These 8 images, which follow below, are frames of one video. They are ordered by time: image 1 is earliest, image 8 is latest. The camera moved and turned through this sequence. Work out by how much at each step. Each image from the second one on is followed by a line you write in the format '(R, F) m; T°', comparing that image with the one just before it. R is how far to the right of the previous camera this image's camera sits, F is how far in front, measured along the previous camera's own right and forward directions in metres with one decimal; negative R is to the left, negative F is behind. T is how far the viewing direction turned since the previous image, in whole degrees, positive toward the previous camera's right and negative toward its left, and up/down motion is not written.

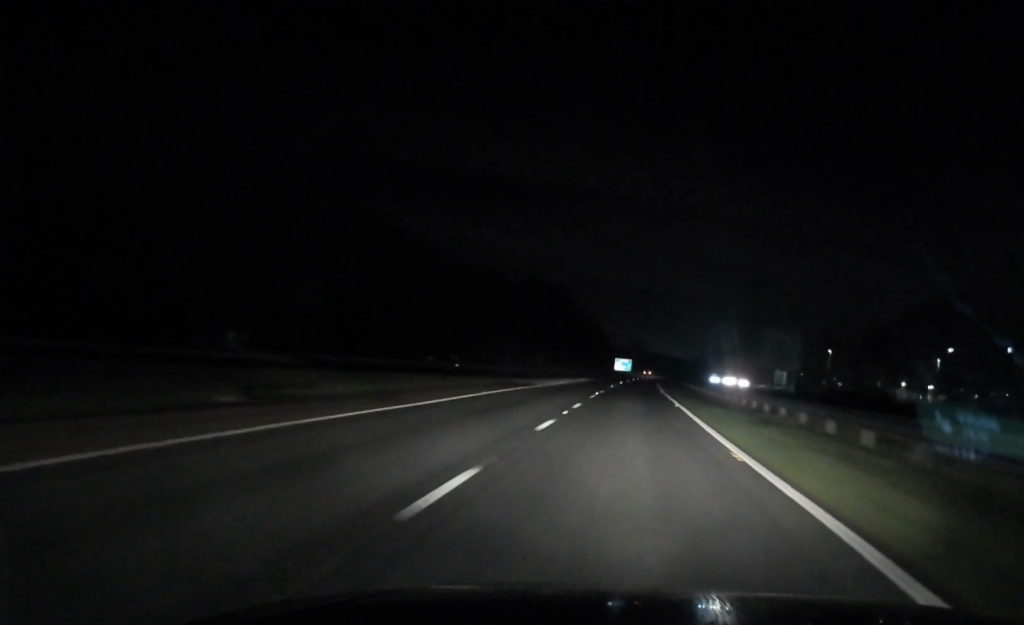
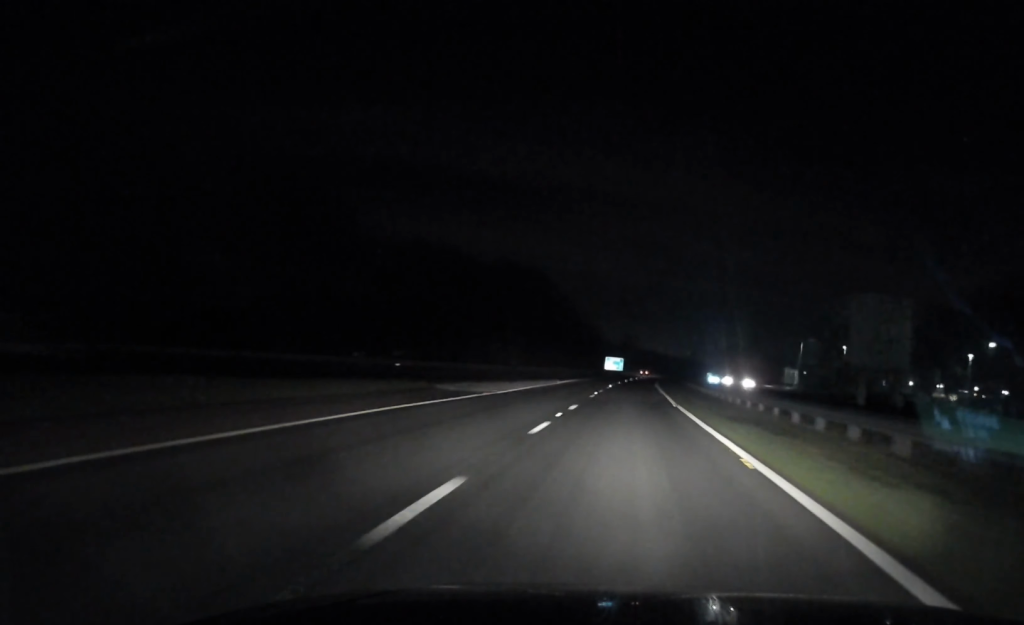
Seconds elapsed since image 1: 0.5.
(0.0, +17.1) m; +1°
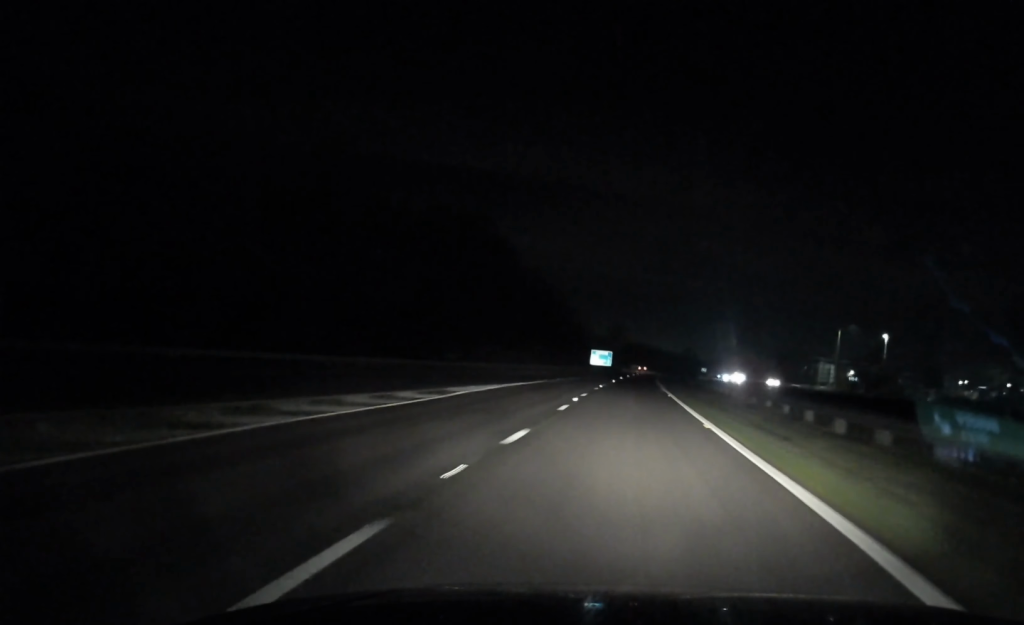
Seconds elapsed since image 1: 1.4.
(+0.4, +31.1) m; +1°
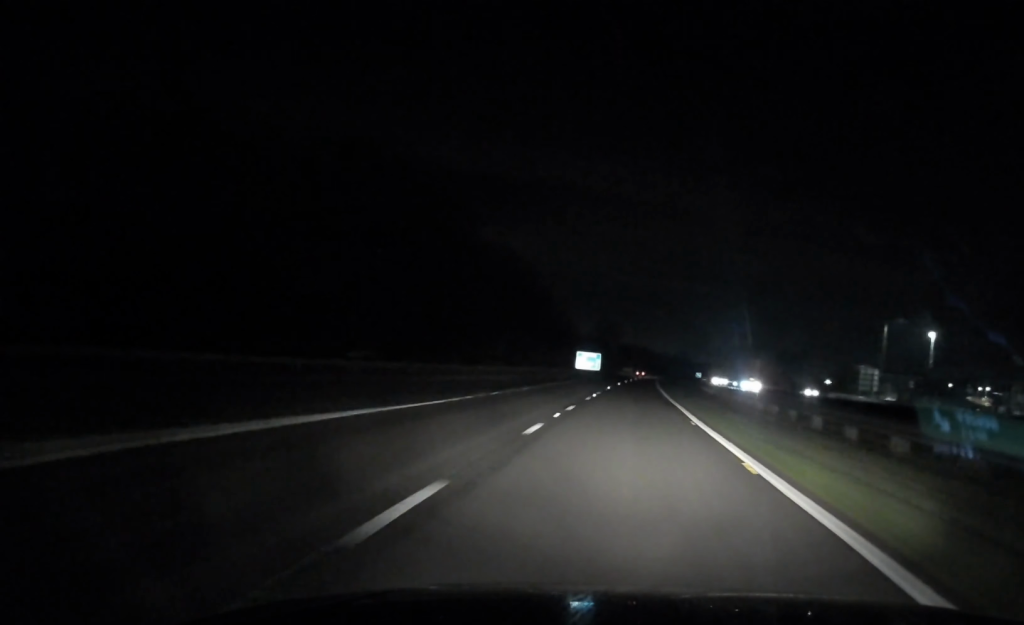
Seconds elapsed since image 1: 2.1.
(0.0, +23.3) m; +1°
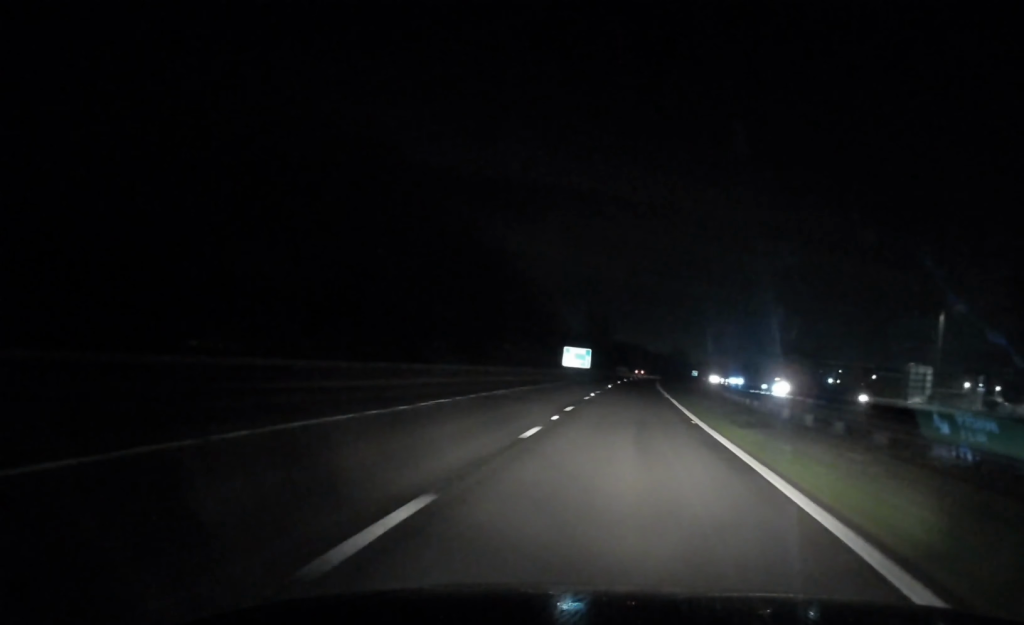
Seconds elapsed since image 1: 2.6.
(+0.1, +17.5) m; 0°
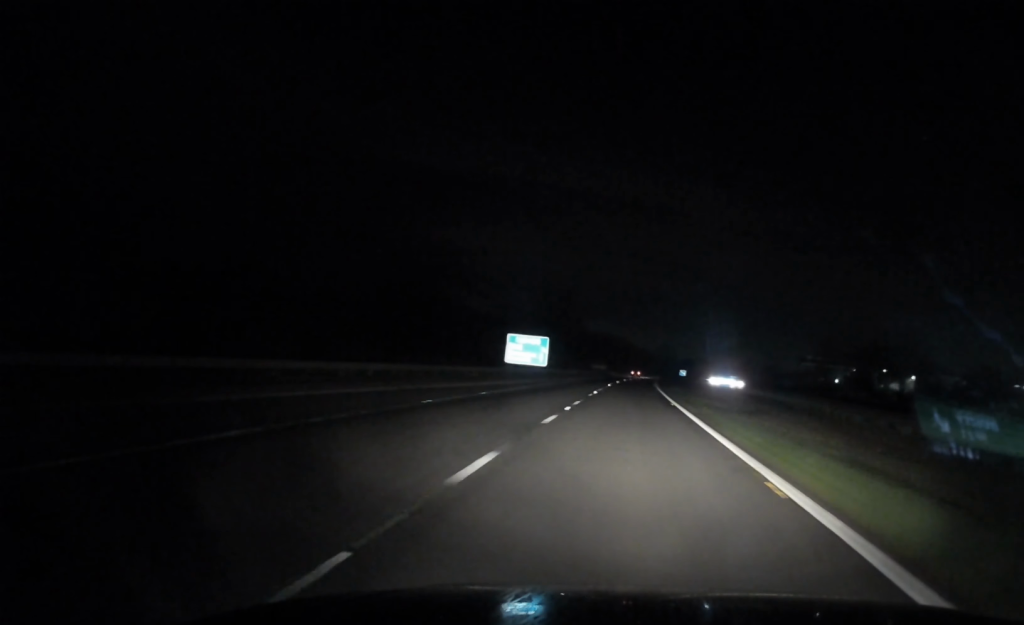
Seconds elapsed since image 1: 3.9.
(+0.5, +48.1) m; +1°
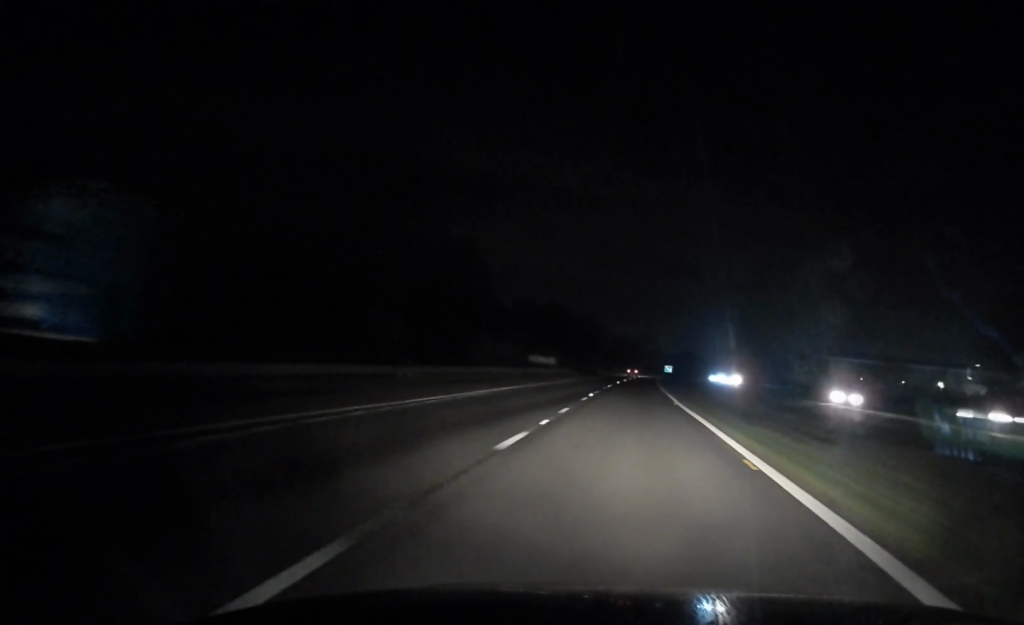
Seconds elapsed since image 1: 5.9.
(+1.1, +73.2) m; +2°
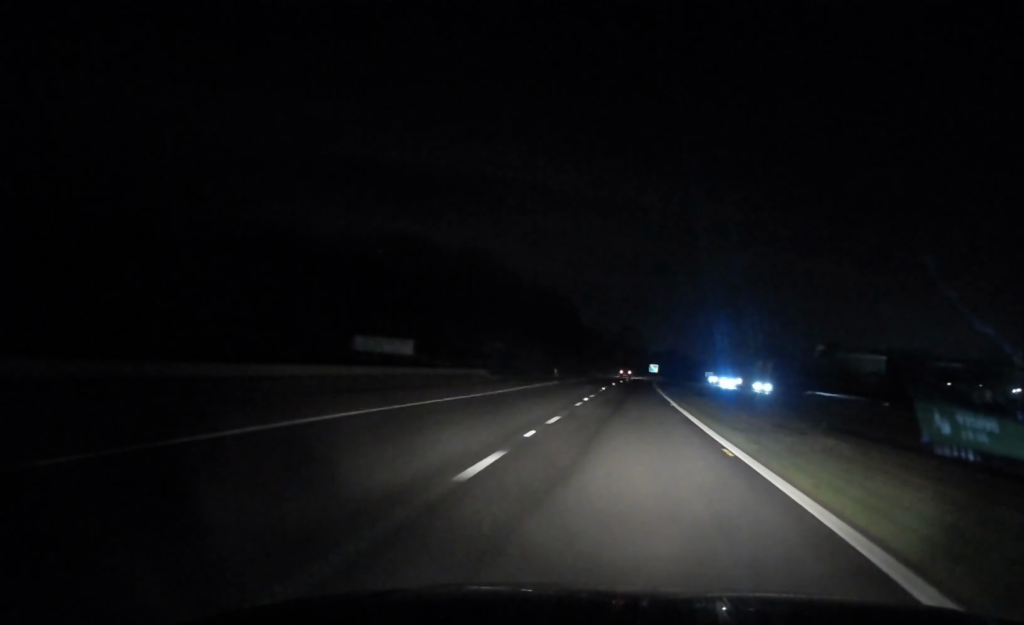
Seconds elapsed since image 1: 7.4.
(+0.7, +53.8) m; +2°
